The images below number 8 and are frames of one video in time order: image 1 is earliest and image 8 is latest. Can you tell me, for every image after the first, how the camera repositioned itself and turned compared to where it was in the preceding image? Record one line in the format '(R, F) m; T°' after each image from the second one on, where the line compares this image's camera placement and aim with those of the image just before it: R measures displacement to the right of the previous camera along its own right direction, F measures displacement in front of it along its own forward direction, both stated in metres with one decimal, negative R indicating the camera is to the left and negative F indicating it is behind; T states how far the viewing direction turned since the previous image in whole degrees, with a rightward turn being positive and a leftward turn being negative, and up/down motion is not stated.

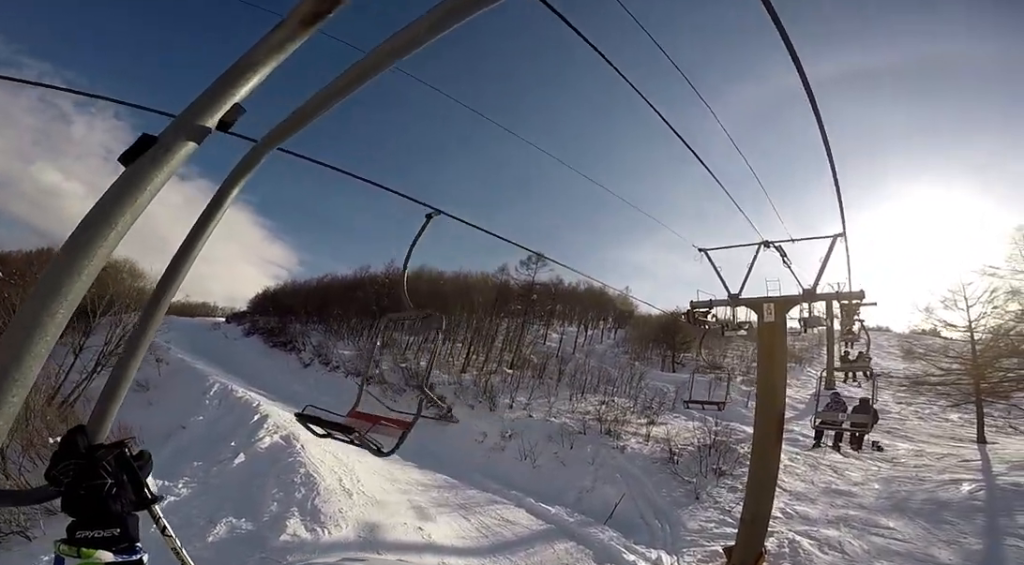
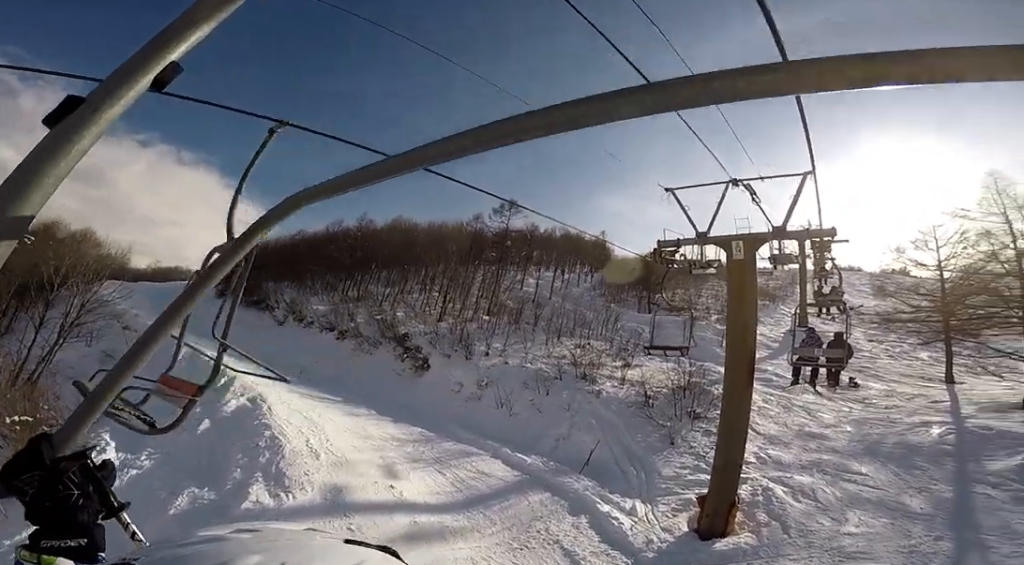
(0.0, +0.8) m; 0°
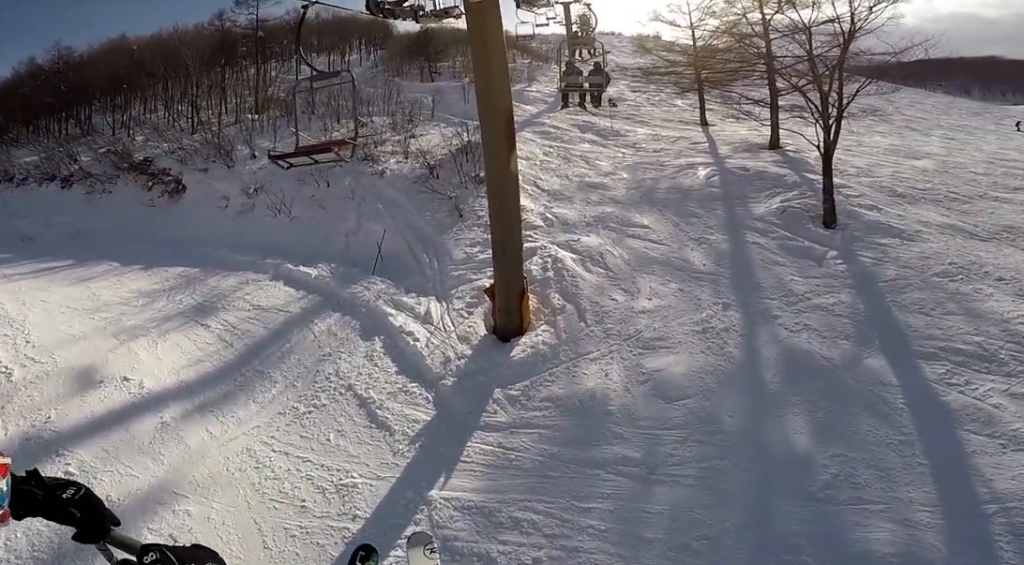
(0.0, +3.6) m; 0°
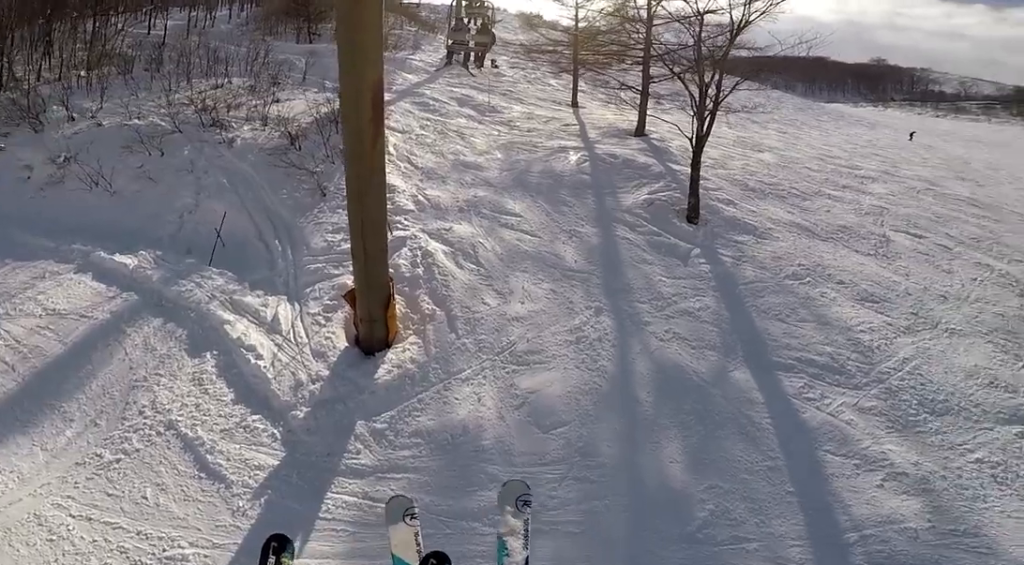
(0.0, +1.6) m; 0°
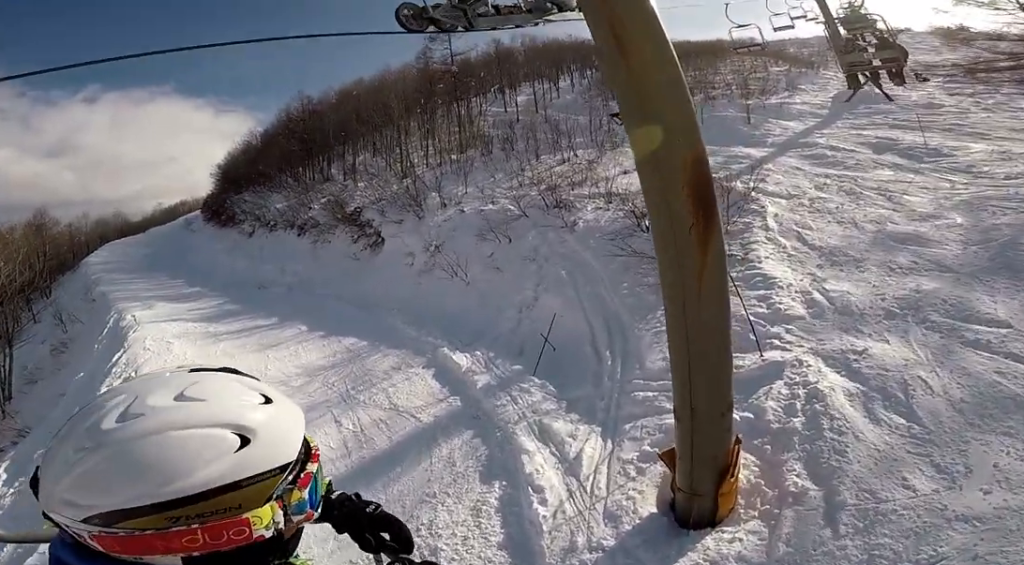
(0.0, +2.5) m; 0°
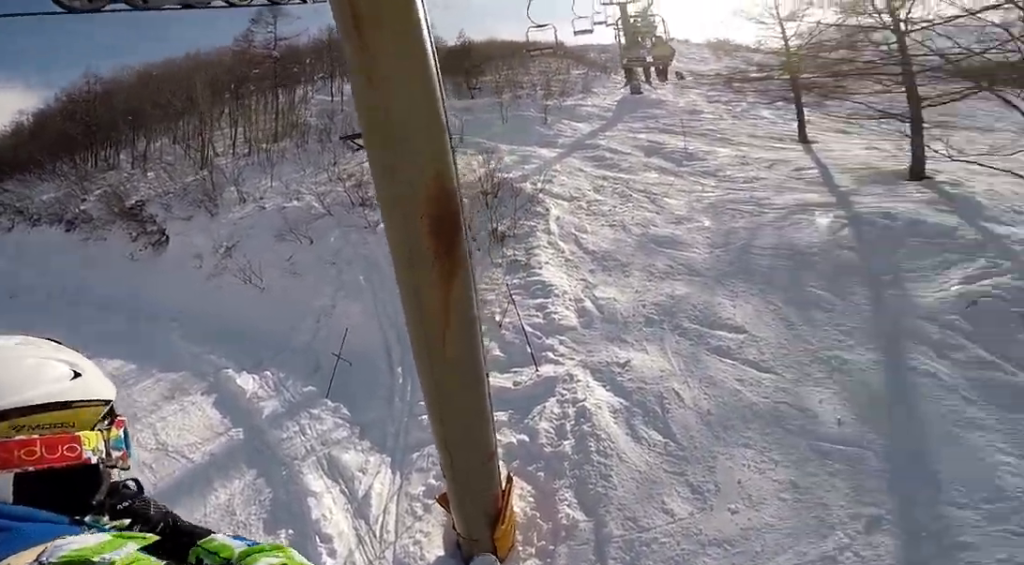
(0.0, +1.4) m; 0°
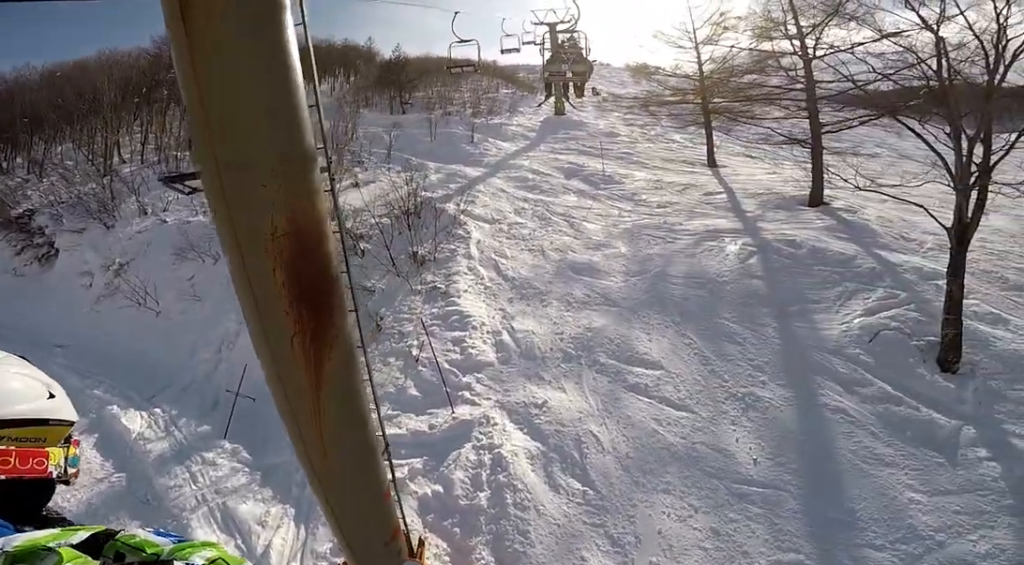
(0.0, +0.8) m; 0°
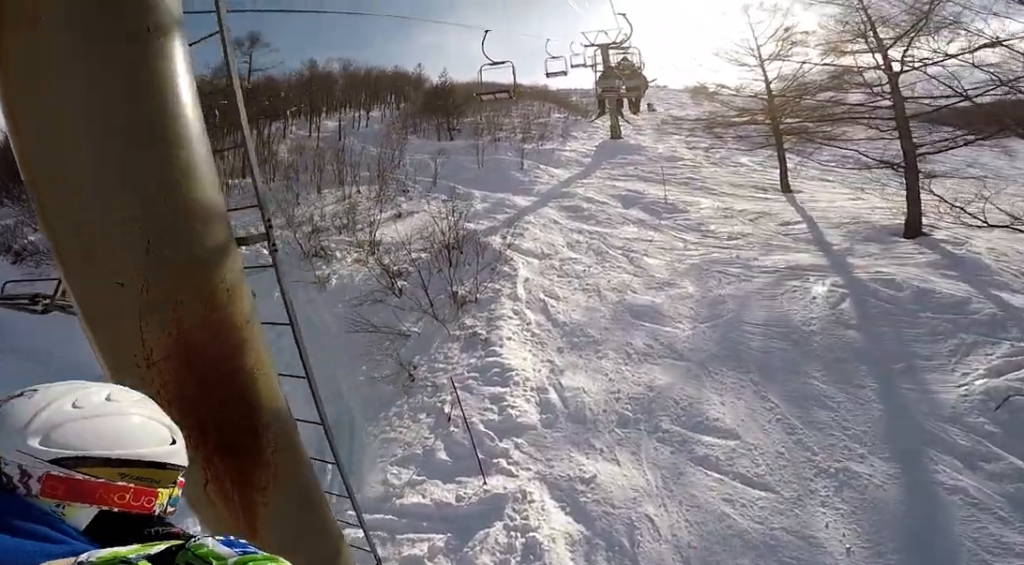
(0.0, +1.0) m; 0°
